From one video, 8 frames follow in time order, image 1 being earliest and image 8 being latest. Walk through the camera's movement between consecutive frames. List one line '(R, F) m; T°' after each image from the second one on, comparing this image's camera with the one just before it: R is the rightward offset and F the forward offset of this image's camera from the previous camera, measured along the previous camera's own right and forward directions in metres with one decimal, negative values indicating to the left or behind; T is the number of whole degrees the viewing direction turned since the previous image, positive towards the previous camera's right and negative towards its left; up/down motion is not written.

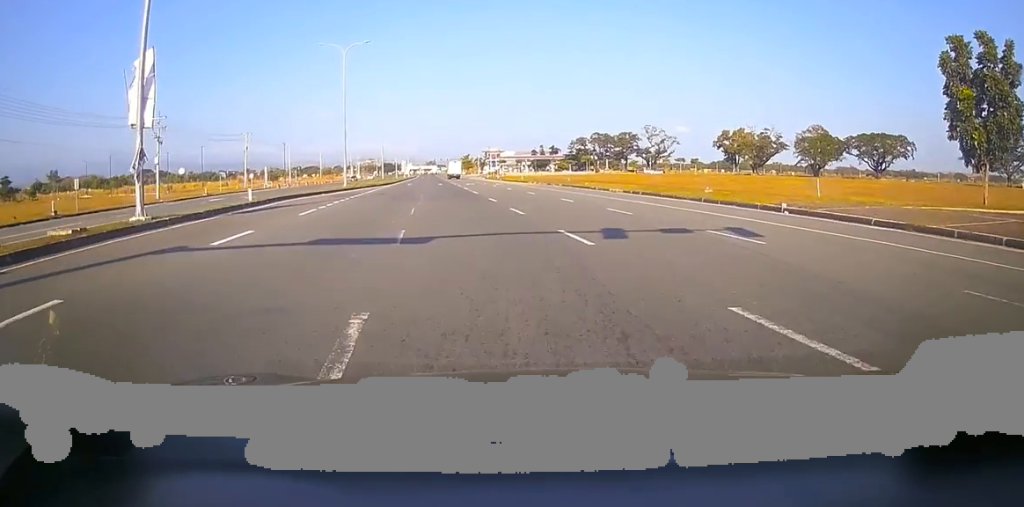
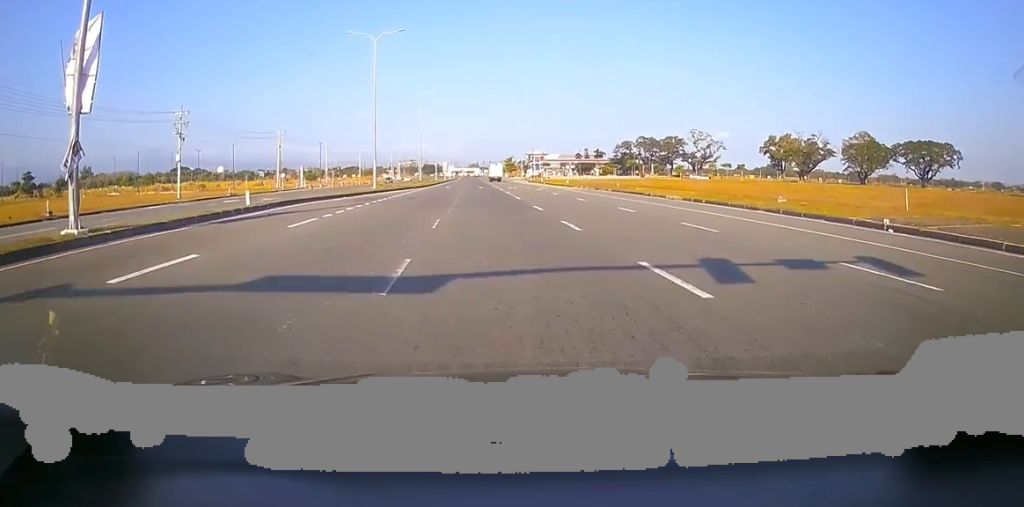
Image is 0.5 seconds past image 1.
(-0.2, +5.0) m; -2°
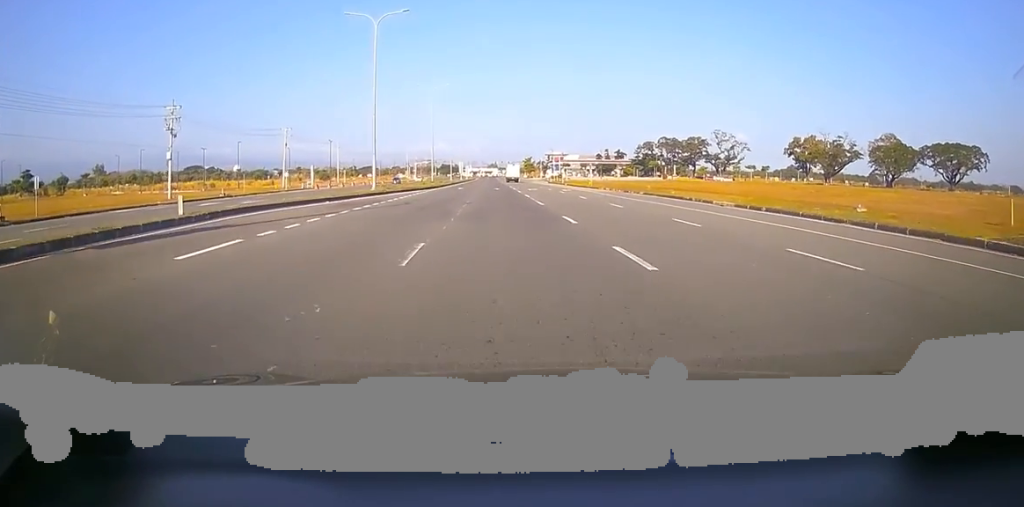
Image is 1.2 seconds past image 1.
(+0.8, +6.8) m; -1°
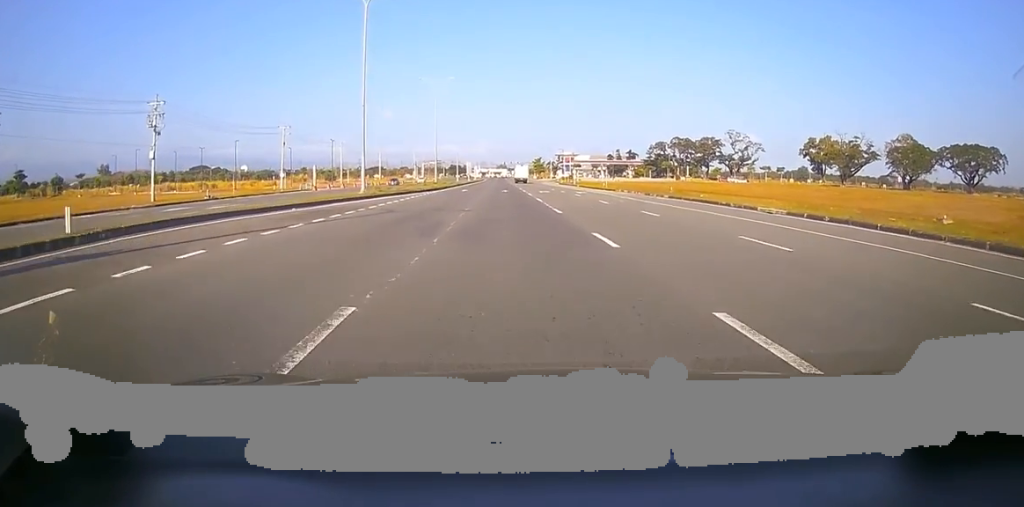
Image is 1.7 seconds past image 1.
(-0.5, +5.9) m; -4°
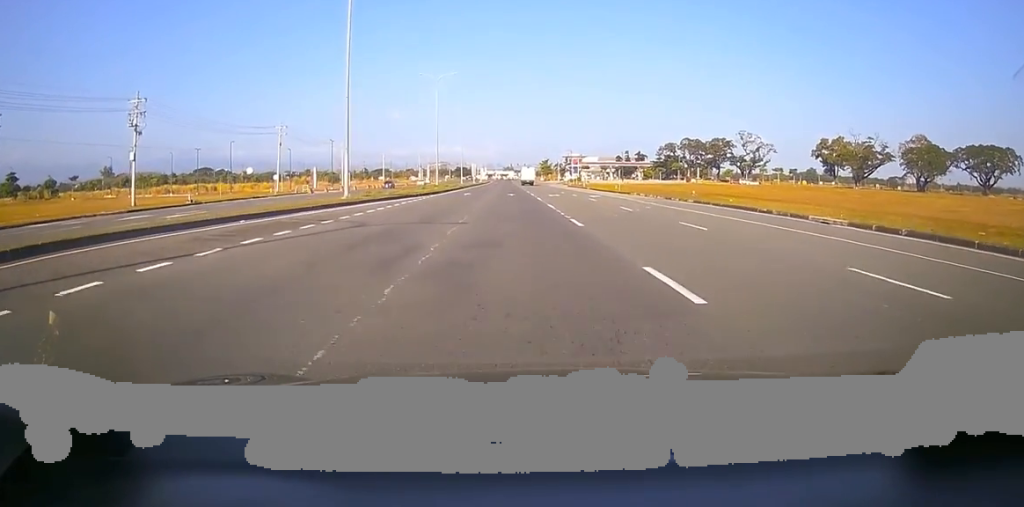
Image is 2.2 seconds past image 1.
(-0.3, +5.2) m; -5°
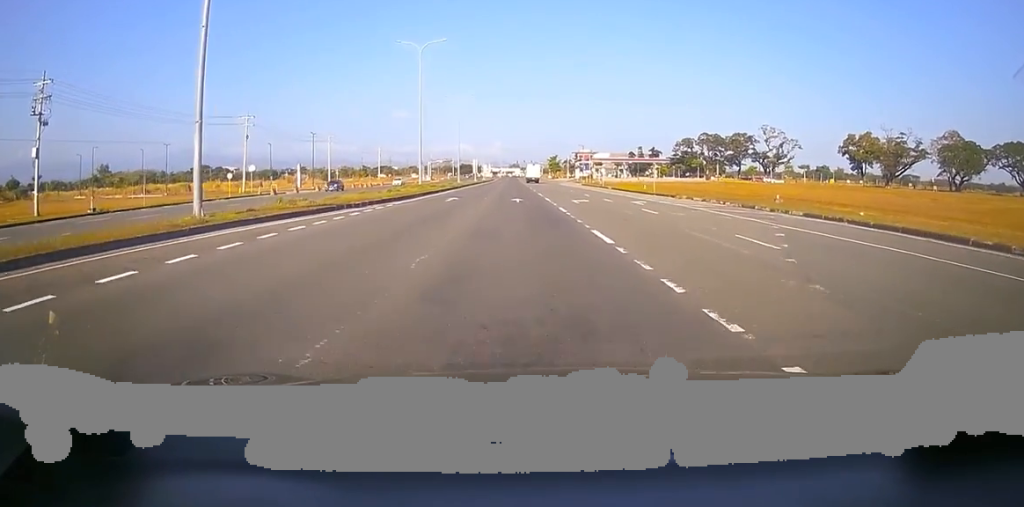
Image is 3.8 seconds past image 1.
(+0.7, +17.6) m; +5°
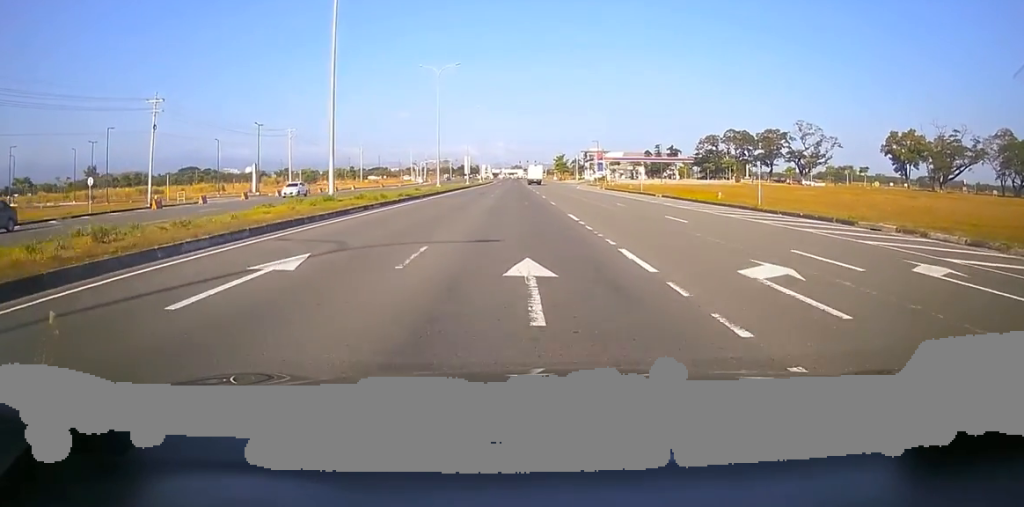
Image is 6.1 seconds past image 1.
(-2.2, +28.5) m; -4°
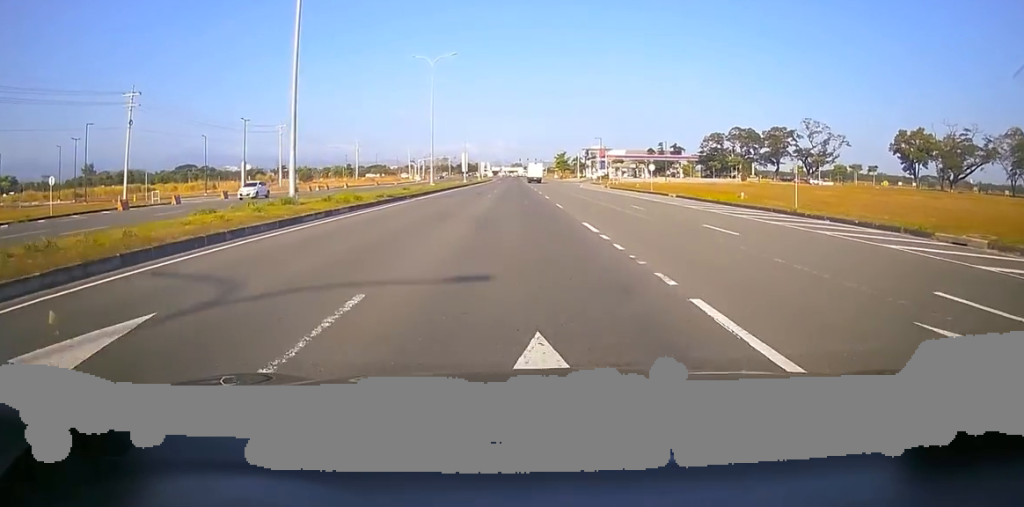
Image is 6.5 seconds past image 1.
(+0.1, +5.4) m; +1°
